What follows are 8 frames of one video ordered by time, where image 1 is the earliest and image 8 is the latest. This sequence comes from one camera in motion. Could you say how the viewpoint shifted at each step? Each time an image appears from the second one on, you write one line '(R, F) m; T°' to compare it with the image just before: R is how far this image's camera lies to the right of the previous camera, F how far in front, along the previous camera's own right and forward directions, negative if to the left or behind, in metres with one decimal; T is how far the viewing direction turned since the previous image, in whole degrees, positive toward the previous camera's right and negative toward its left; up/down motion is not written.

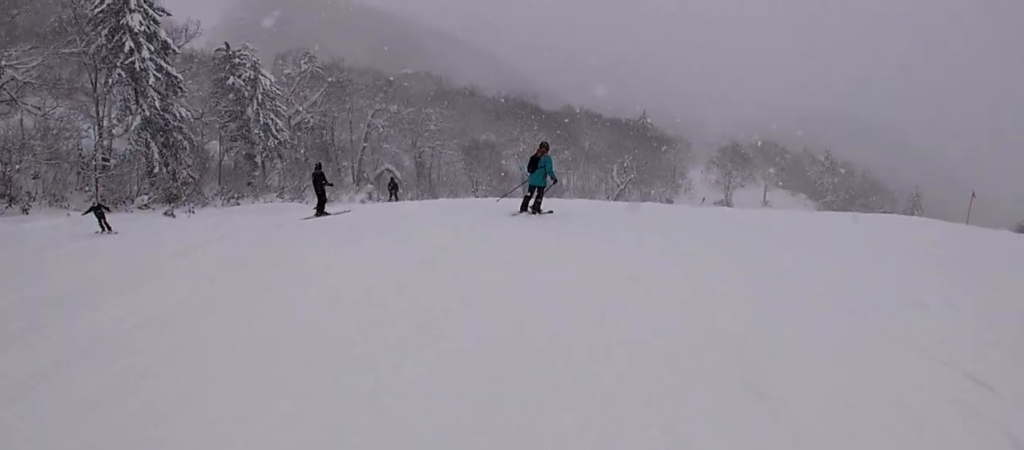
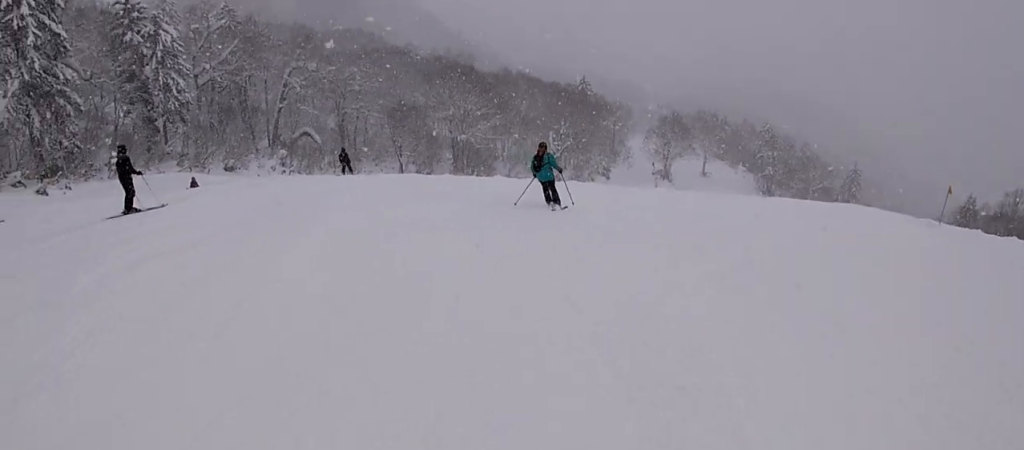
(+1.1, +4.1) m; +8°
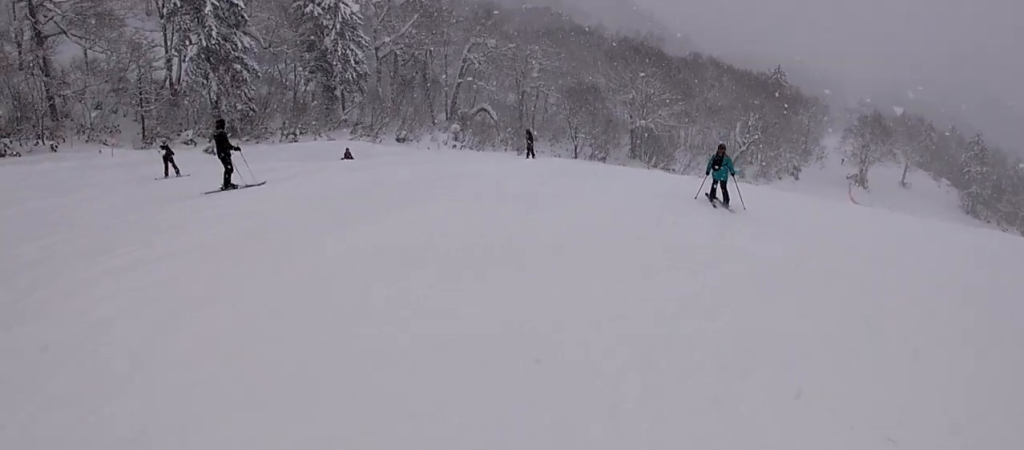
(-0.8, +2.9) m; -14°
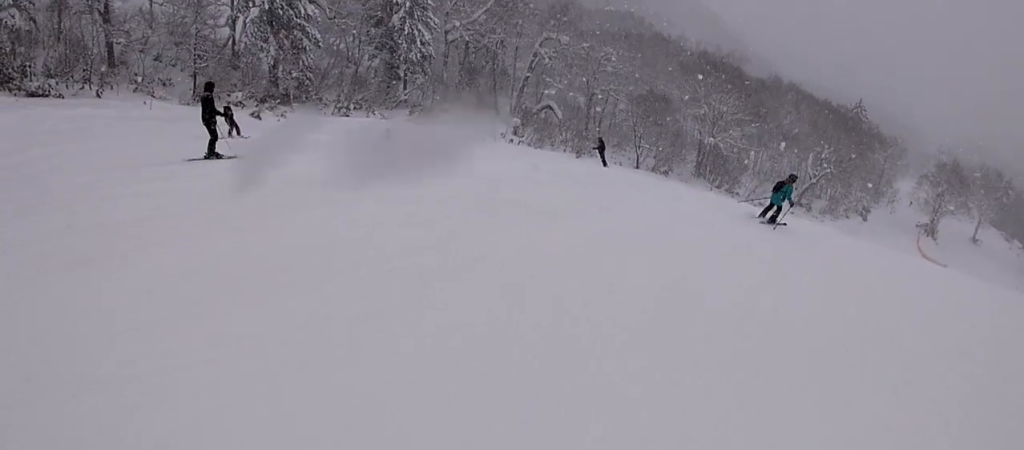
(-0.1, +2.4) m; -3°
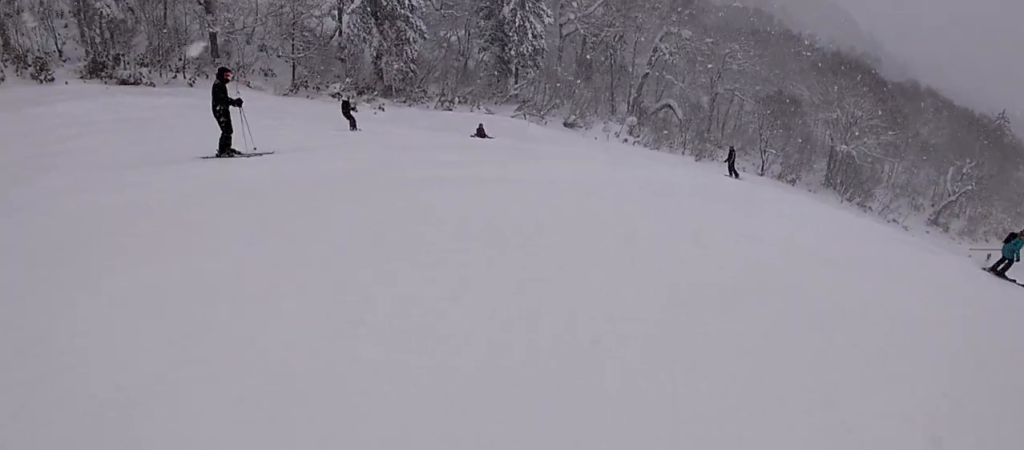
(0.0, +3.1) m; 0°
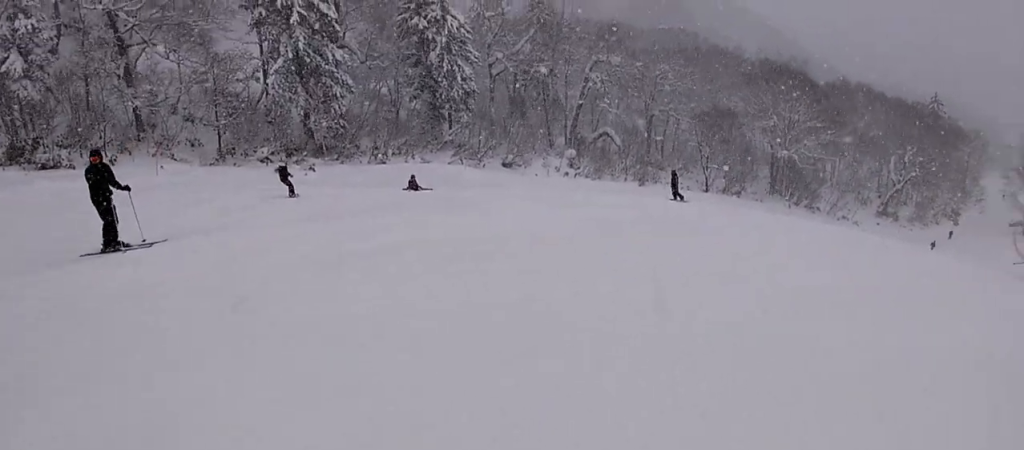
(0.0, +1.8) m; +1°
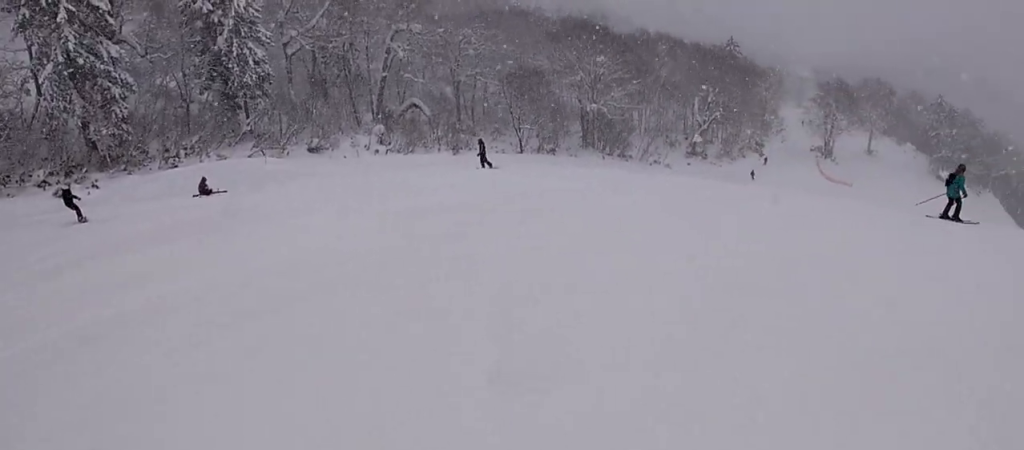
(0.0, +1.9) m; +8°
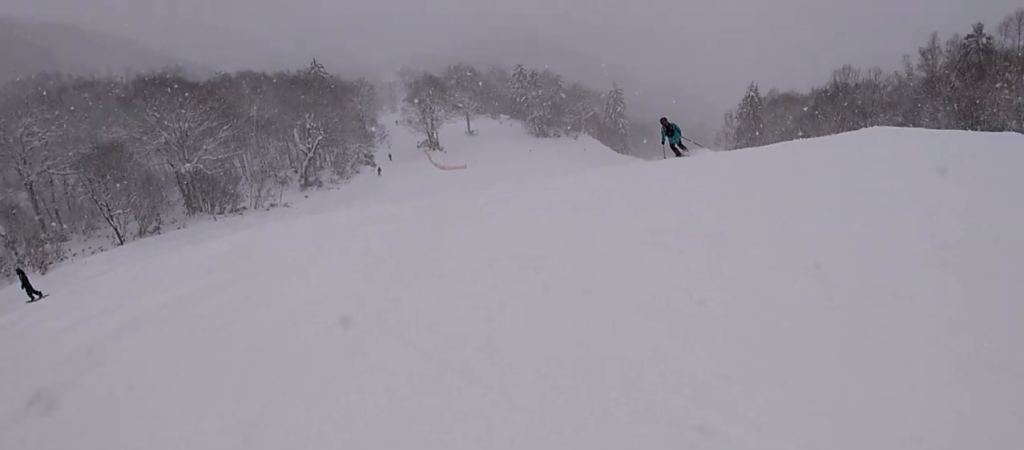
(+0.7, +3.8) m; +29°
